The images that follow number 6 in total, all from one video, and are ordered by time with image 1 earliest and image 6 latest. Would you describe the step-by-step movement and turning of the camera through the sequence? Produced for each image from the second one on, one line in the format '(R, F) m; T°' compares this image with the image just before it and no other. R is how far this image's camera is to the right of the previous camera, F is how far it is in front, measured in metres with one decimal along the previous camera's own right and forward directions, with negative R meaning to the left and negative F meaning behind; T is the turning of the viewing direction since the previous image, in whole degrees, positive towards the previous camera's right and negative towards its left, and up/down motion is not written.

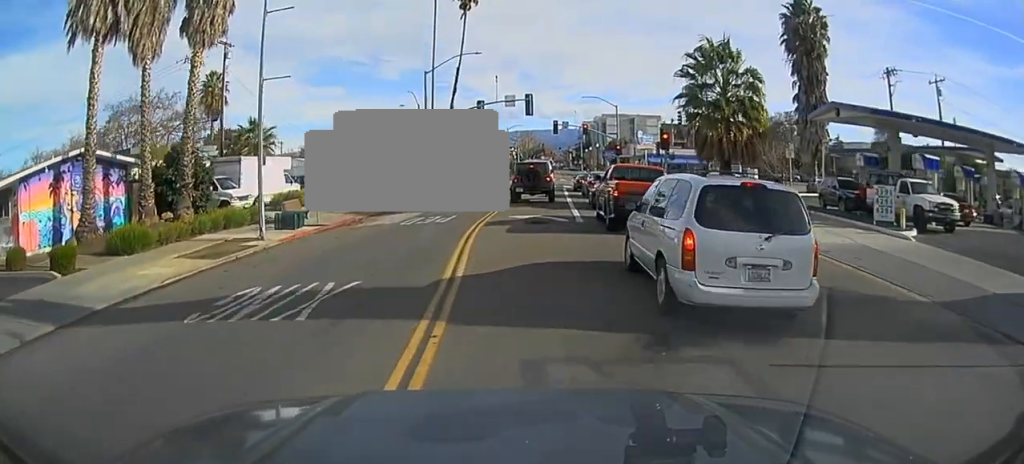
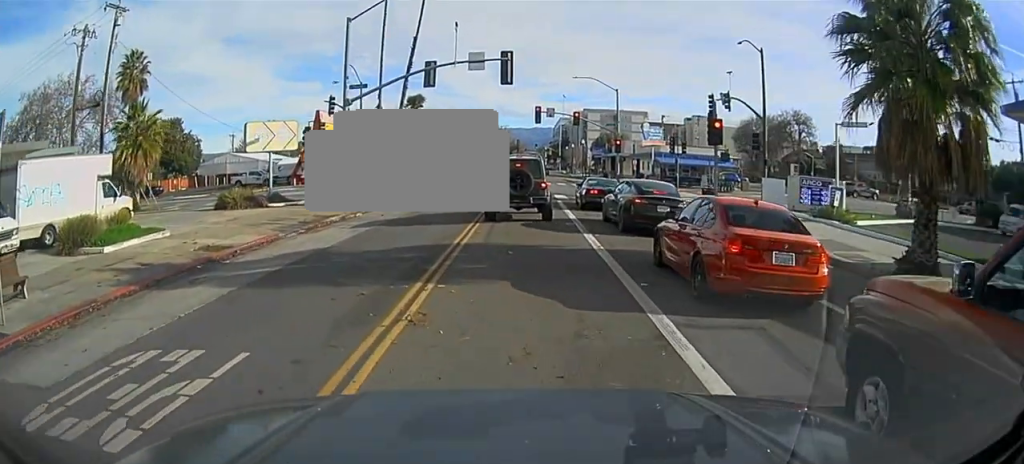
(-1.6, +23.3) m; -9°
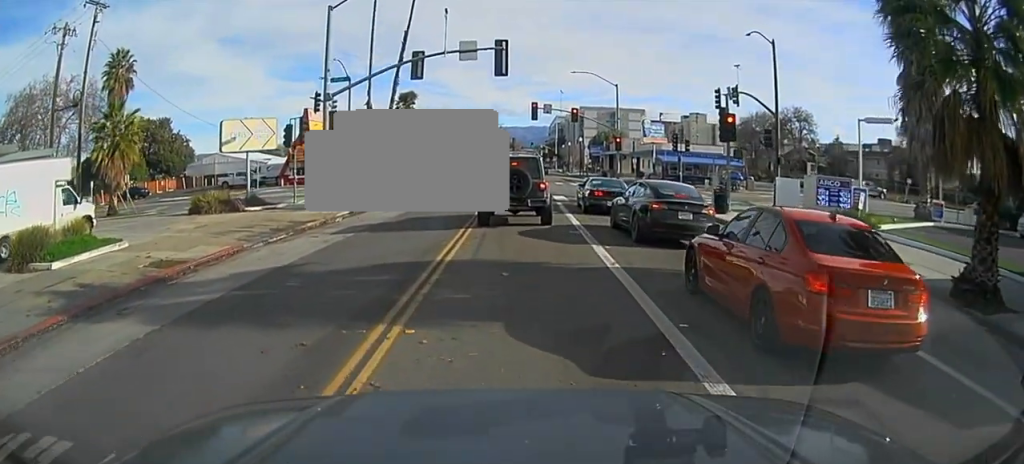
(+0.2, +4.1) m; -1°
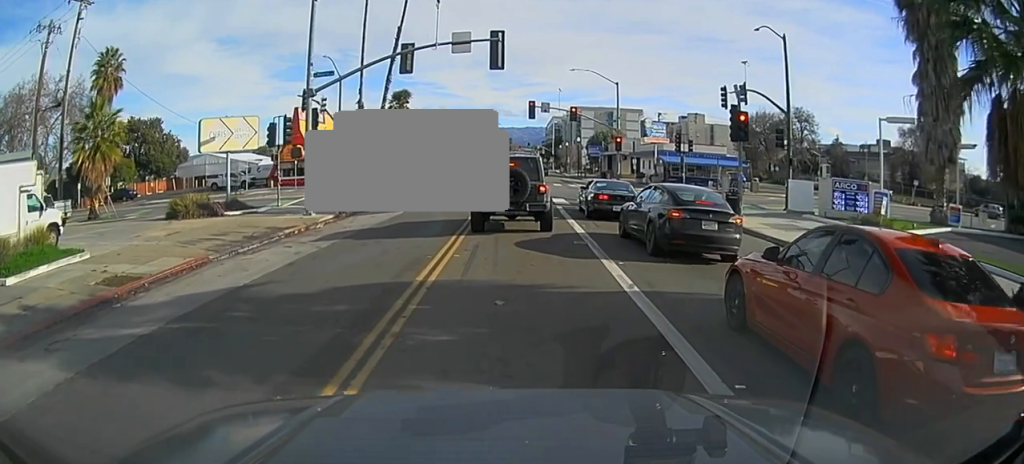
(-0.3, +3.4) m; -1°
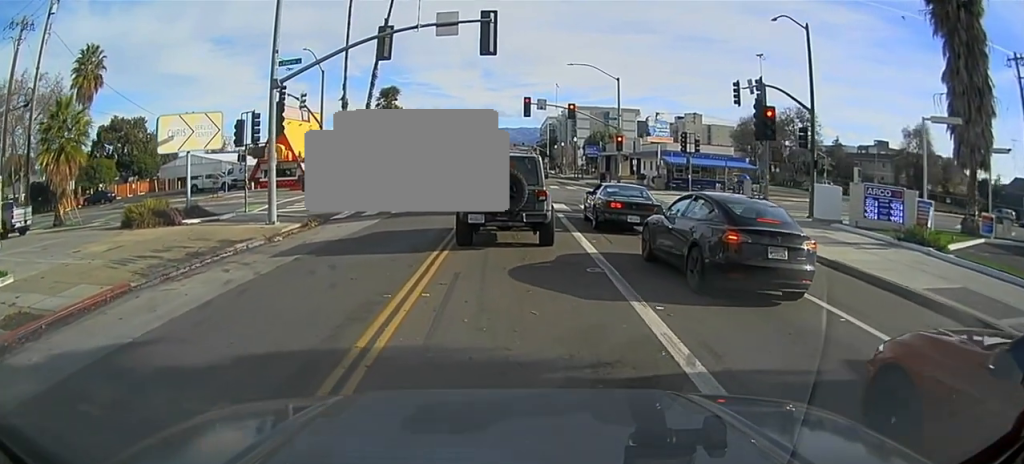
(-0.1, +6.7) m; +4°
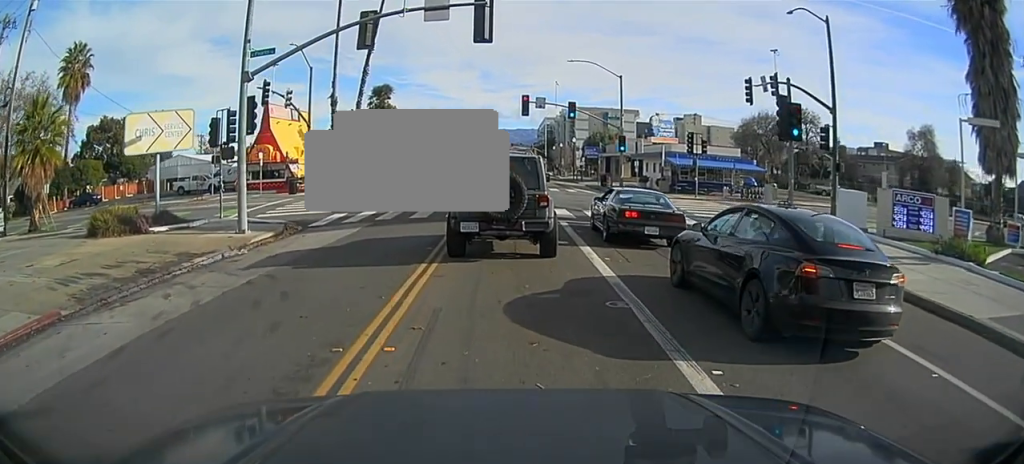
(+0.4, +4.8) m; +4°
